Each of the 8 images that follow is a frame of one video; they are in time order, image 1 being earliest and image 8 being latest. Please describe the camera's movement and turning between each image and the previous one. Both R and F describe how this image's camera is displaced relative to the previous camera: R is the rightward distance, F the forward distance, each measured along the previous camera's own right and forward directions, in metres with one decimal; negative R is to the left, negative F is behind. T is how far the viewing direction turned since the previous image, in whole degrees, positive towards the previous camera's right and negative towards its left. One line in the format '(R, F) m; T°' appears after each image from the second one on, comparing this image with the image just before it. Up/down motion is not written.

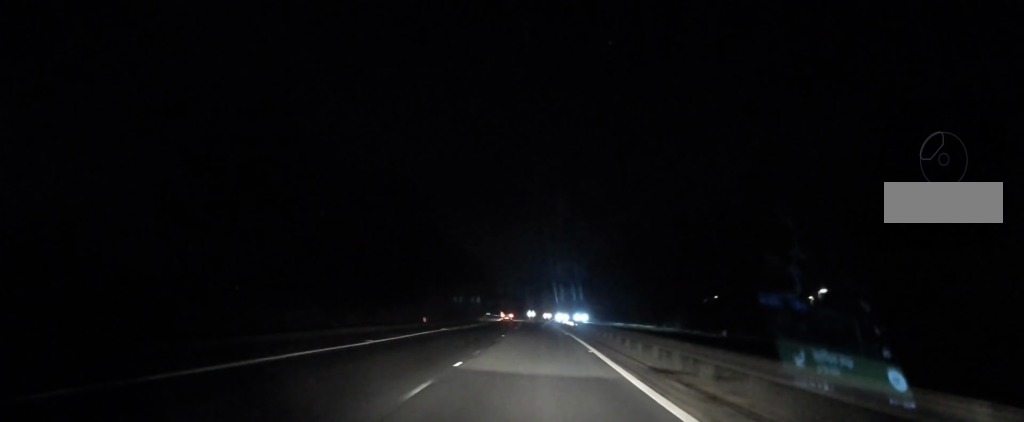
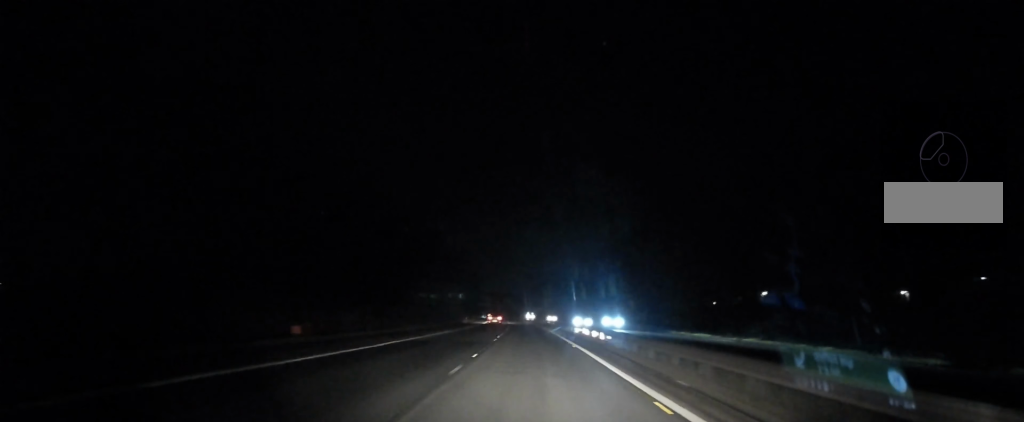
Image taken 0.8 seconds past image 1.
(+0.4, +31.7) m; 0°
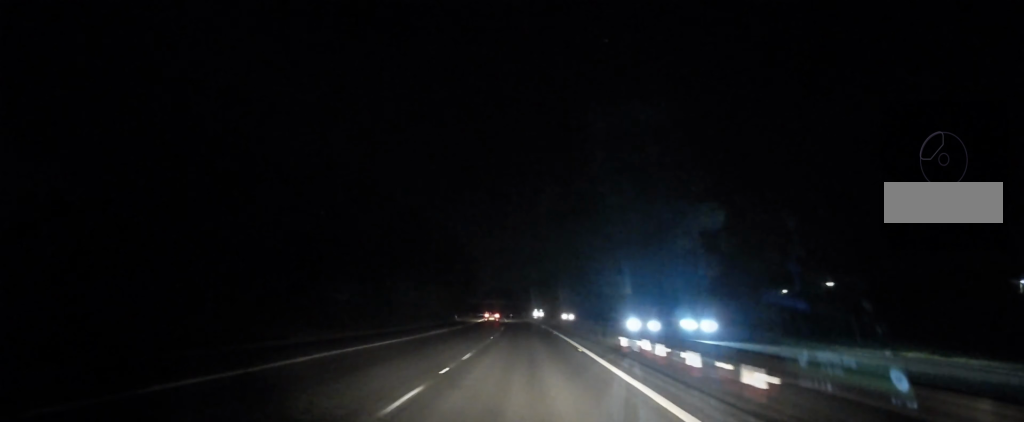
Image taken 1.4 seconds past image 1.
(-0.2, +22.0) m; 0°
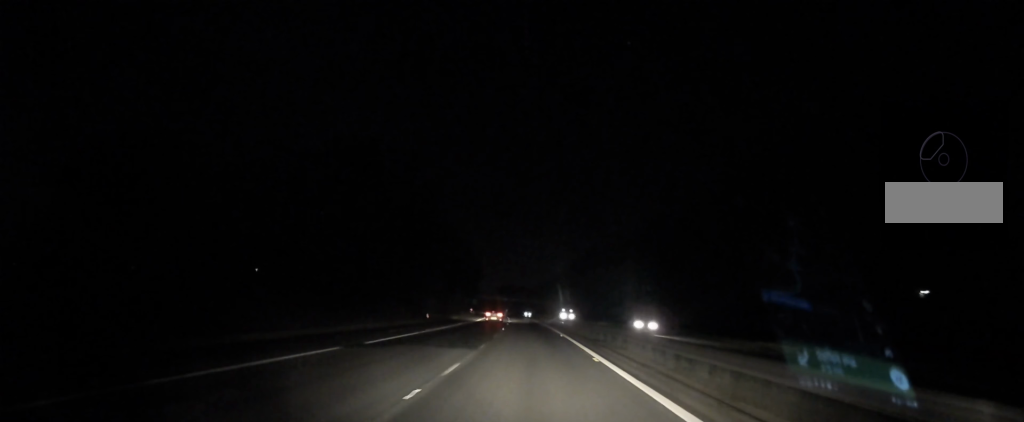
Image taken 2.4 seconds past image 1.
(-0.3, +40.2) m; -1°
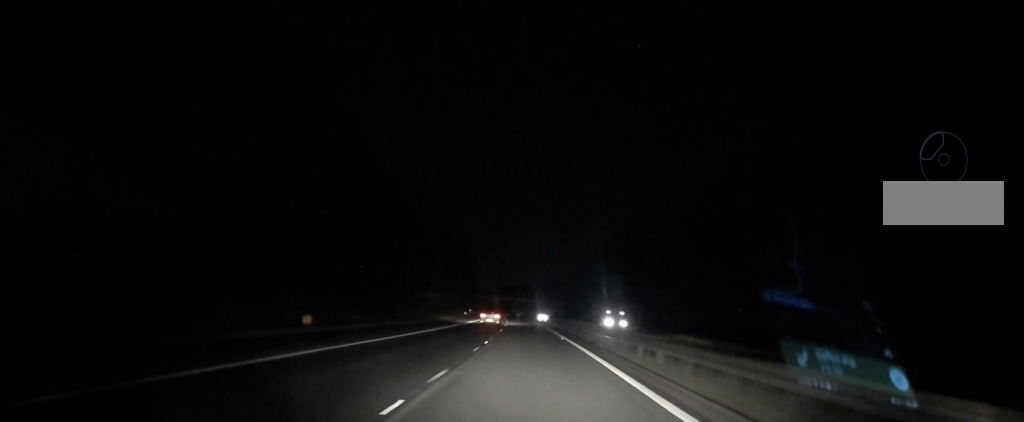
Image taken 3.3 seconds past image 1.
(-0.3, +37.1) m; -1°
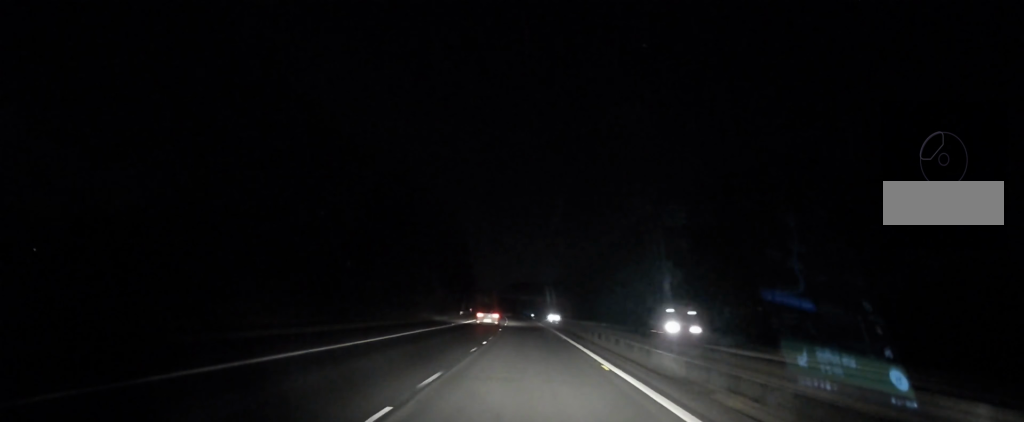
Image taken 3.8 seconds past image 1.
(-0.1, +19.2) m; 0°
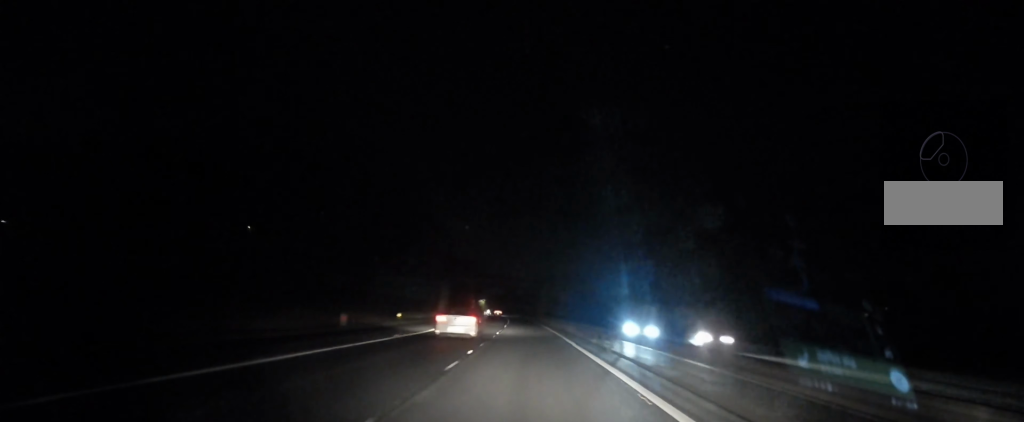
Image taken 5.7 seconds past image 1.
(-1.4, +77.1) m; -2°
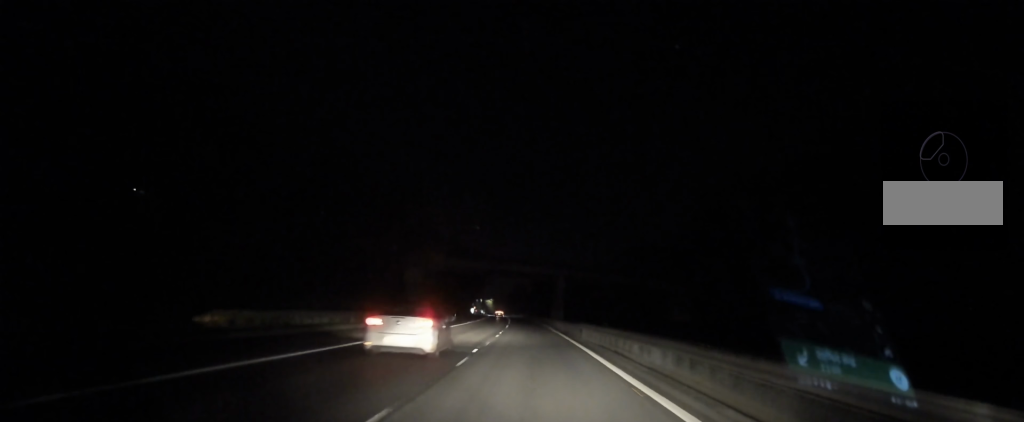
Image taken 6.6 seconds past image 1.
(-0.2, +35.1) m; -1°
